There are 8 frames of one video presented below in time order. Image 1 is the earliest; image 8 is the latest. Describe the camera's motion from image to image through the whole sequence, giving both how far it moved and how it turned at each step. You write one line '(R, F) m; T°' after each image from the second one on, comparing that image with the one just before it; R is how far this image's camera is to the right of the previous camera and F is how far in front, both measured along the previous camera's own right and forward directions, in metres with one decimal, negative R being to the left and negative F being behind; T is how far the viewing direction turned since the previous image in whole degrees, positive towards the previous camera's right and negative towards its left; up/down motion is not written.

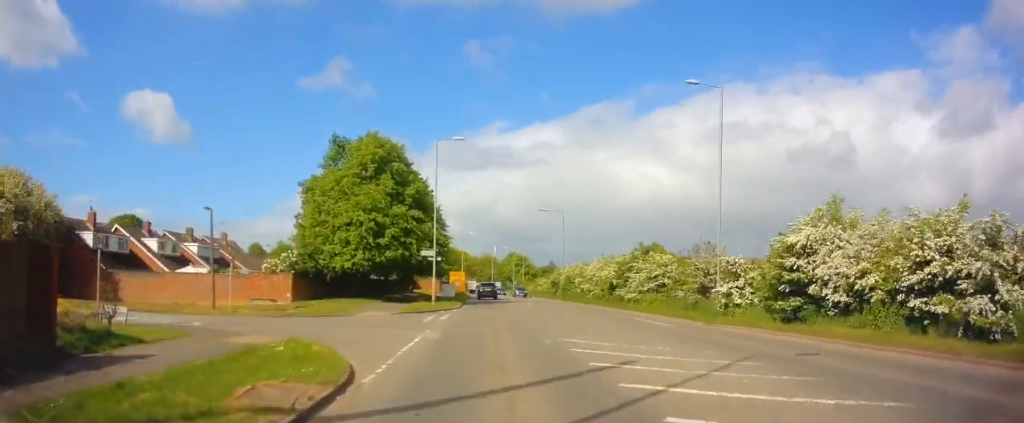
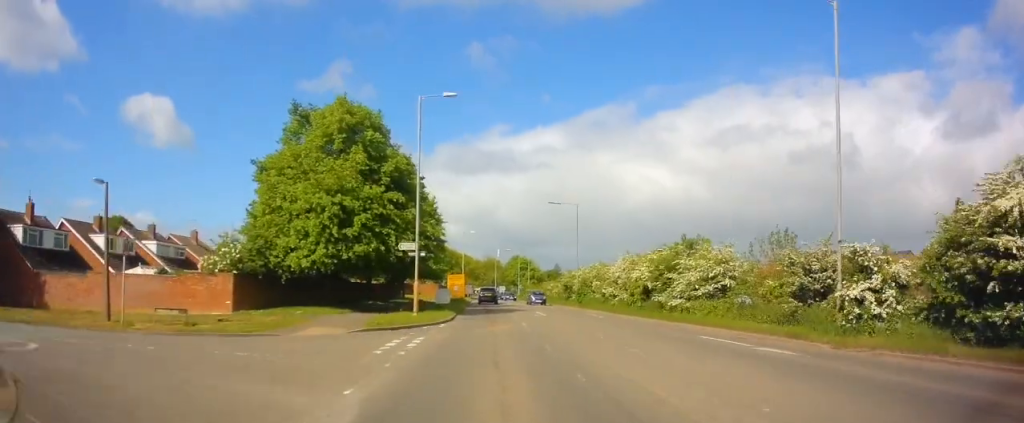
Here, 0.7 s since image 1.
(0.0, +8.8) m; -1°
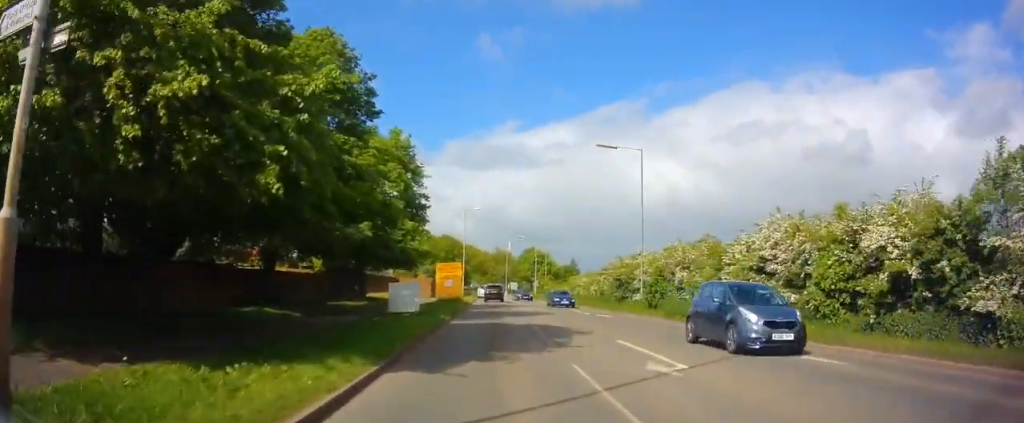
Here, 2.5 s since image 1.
(-0.1, +22.1) m; 0°
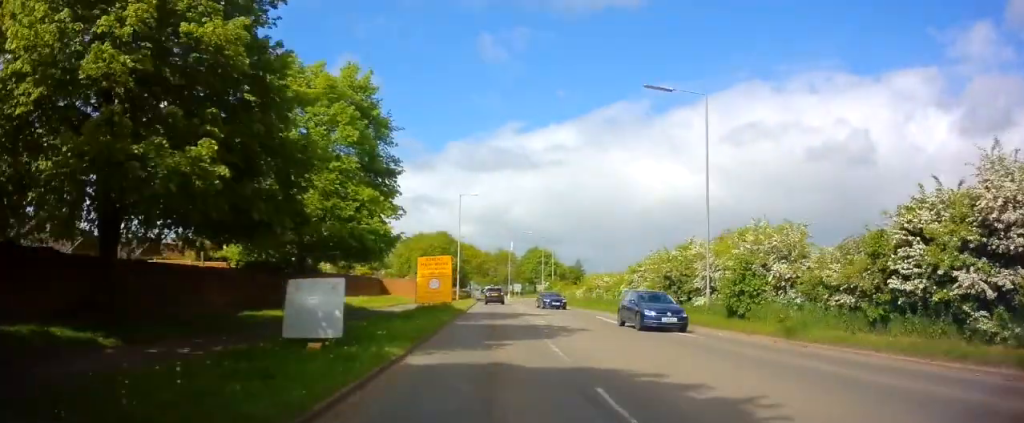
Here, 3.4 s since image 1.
(0.0, +11.1) m; 0°
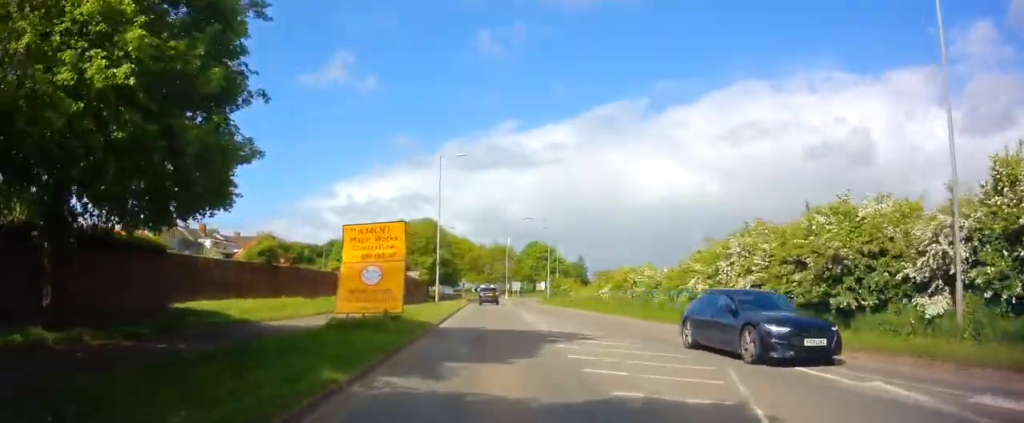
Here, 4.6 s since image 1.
(-0.1, +15.1) m; 0°
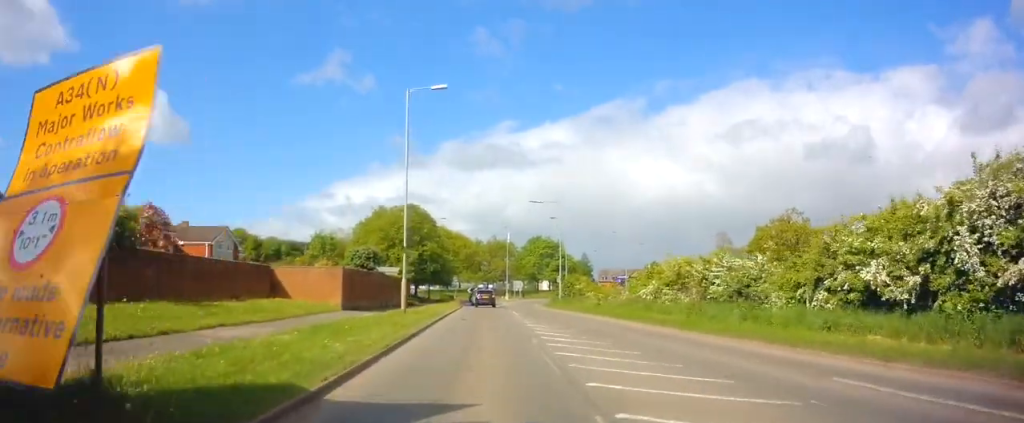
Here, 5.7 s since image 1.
(+0.1, +13.1) m; +2°
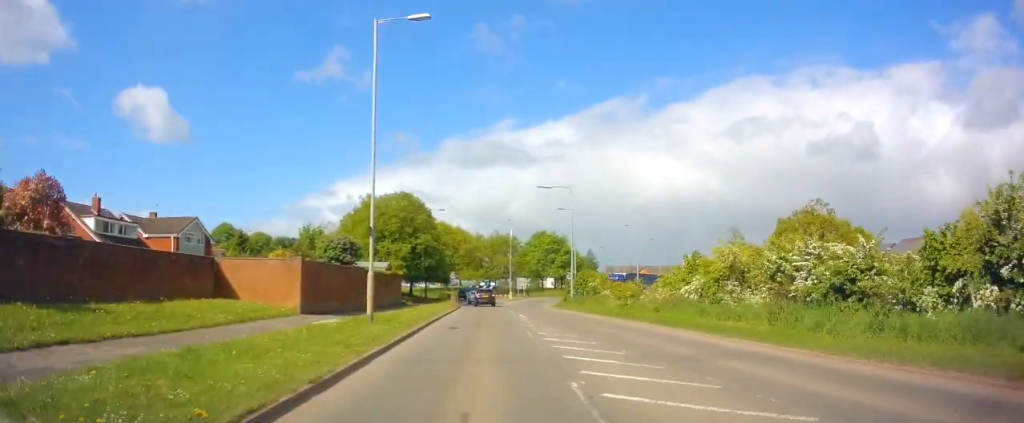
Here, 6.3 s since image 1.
(+0.2, +6.8) m; 0°
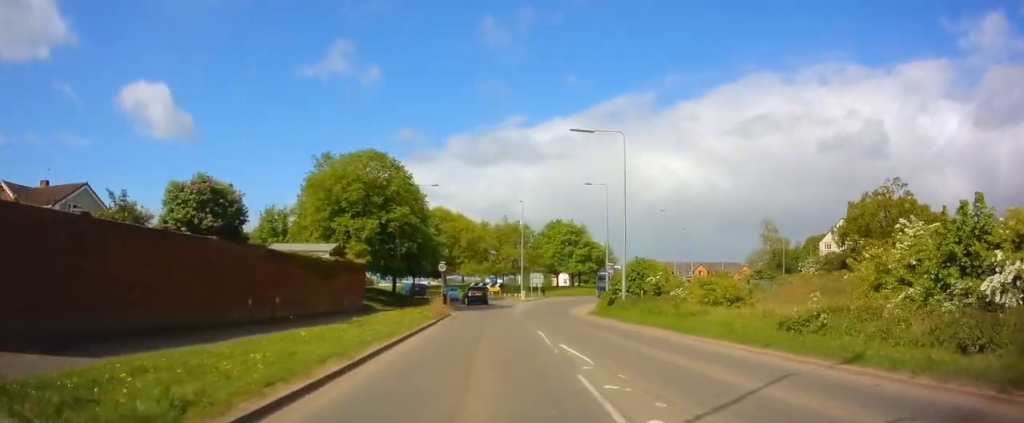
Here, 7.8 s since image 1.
(-0.3, +17.0) m; -4°
